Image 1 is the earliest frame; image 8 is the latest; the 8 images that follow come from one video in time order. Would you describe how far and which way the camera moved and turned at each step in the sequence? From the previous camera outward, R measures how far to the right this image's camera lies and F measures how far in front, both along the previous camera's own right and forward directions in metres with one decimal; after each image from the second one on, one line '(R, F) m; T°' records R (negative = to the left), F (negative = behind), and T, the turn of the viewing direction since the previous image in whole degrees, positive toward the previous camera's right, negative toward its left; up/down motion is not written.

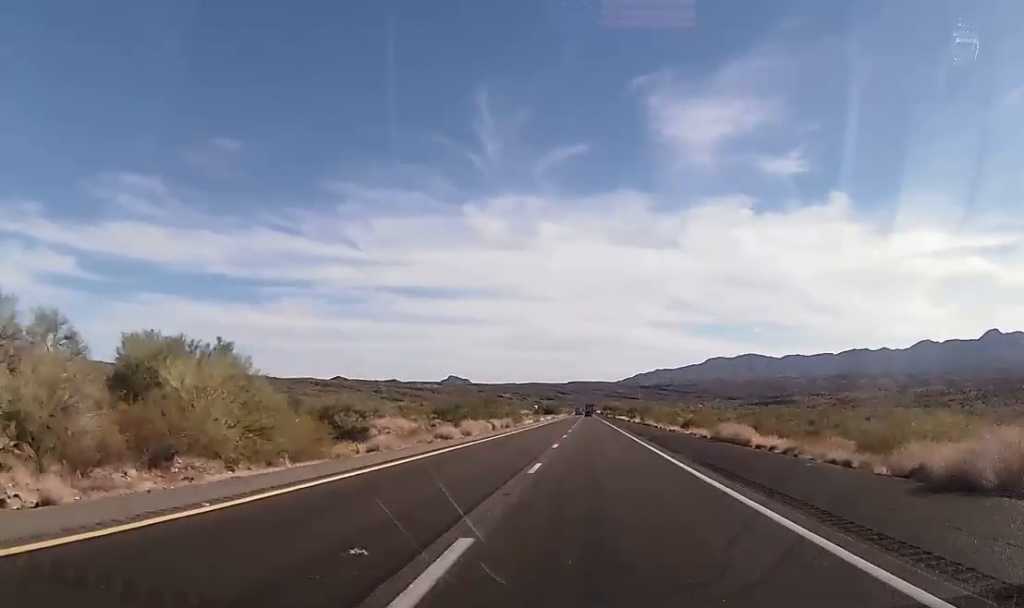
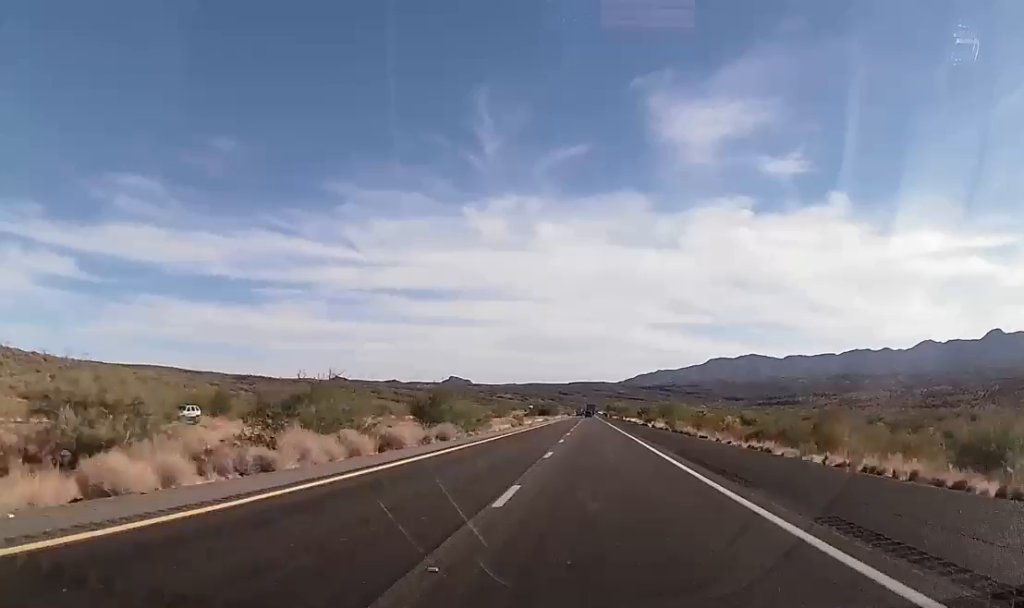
(+0.4, +30.1) m; 0°
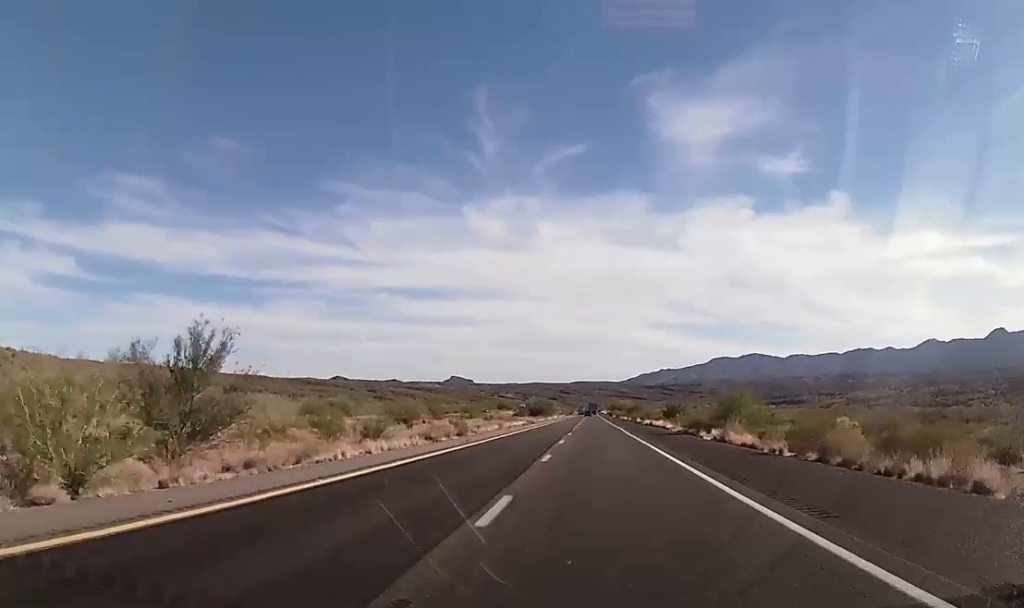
(-0.3, +37.9) m; 0°
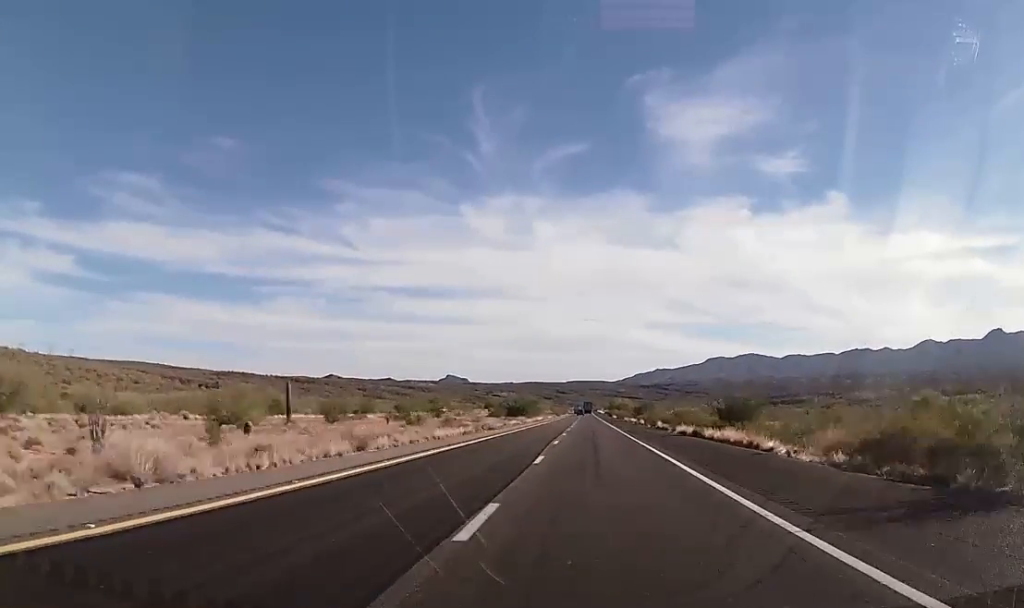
(+0.2, +37.2) m; 0°
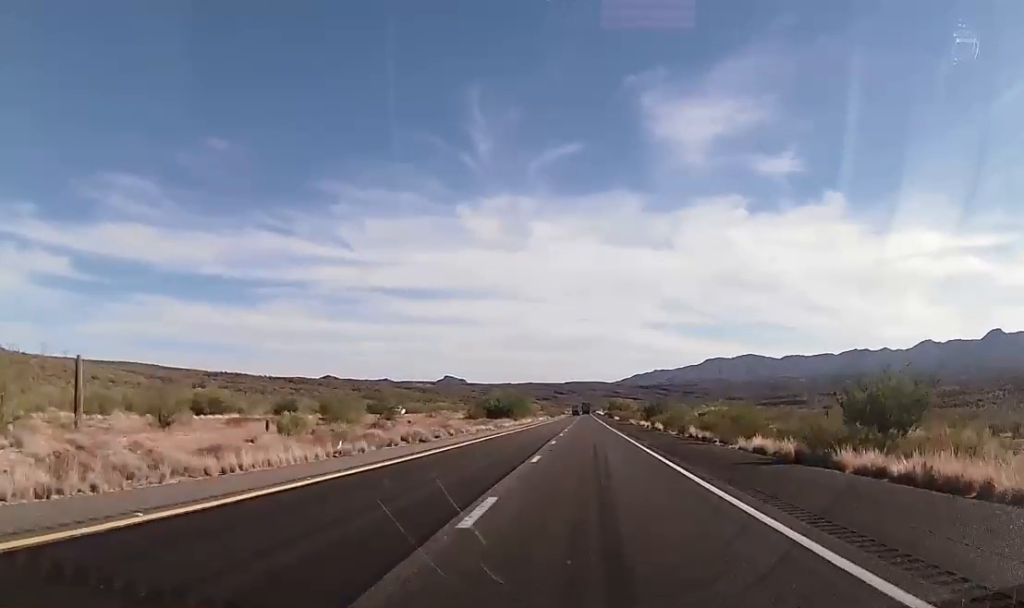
(-0.2, +22.0) m; 0°
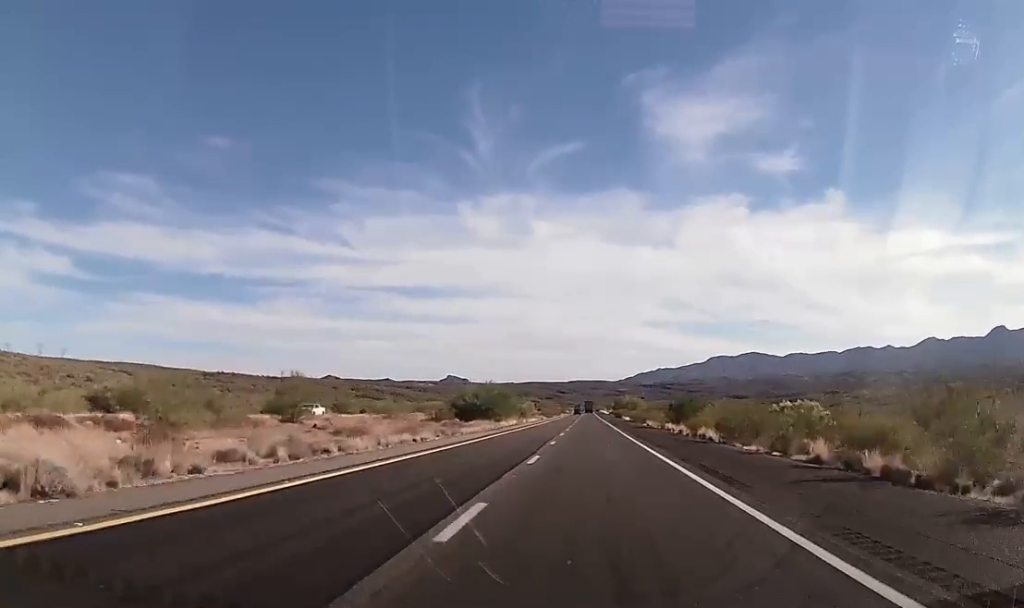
(+0.2, +25.4) m; 0°
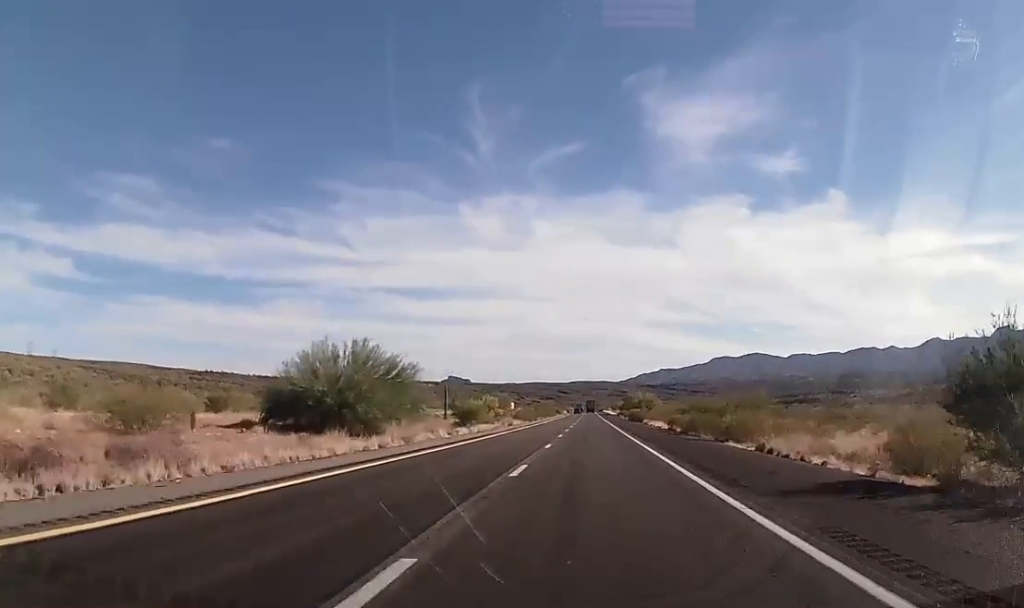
(-0.1, +53.0) m; 0°
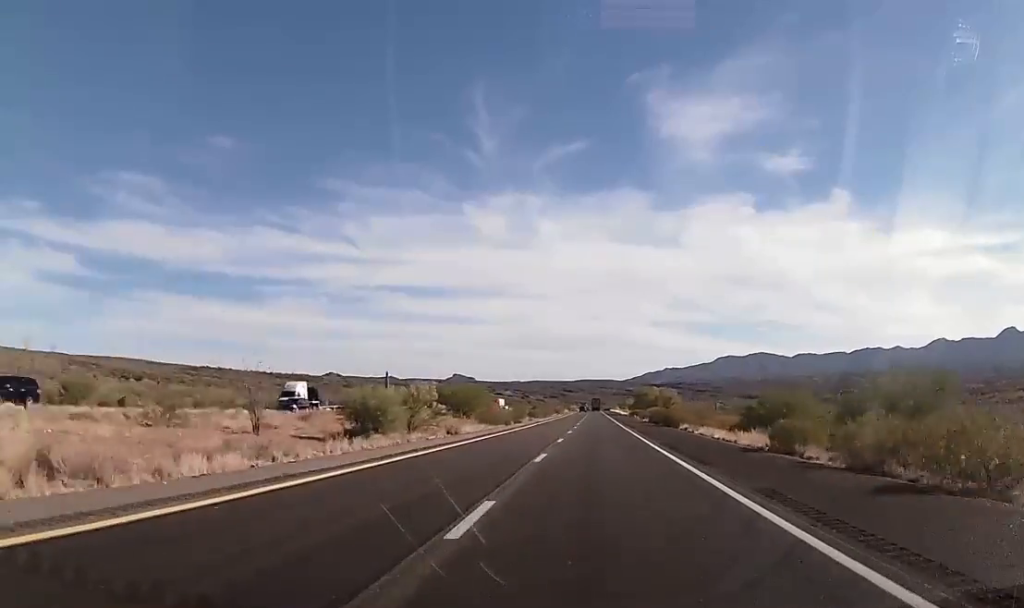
(+0.2, +32.2) m; 0°
